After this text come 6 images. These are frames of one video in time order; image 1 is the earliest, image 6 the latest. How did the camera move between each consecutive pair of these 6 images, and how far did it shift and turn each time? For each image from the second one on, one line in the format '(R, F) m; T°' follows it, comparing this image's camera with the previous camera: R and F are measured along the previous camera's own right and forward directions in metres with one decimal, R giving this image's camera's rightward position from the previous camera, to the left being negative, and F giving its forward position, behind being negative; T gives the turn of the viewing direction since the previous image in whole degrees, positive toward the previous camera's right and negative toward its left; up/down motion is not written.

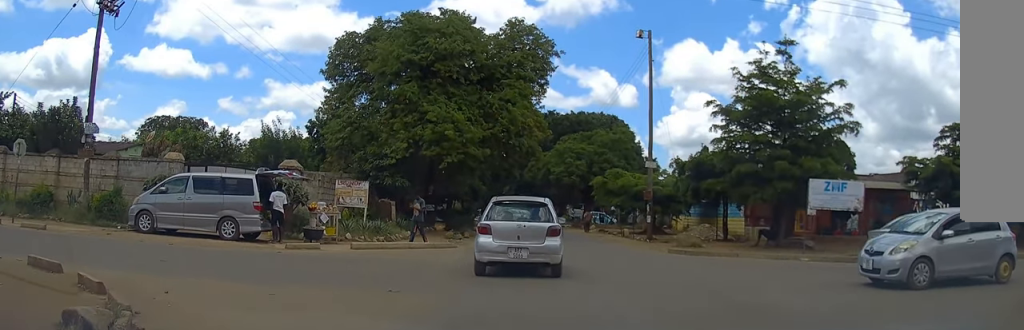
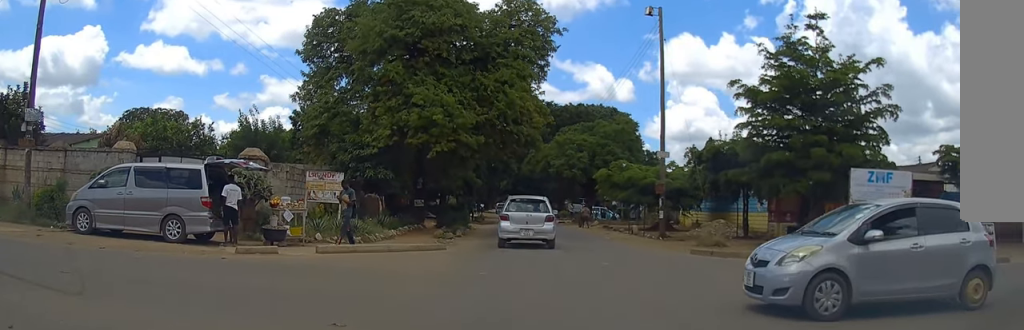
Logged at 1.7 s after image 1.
(-0.1, +3.4) m; -3°
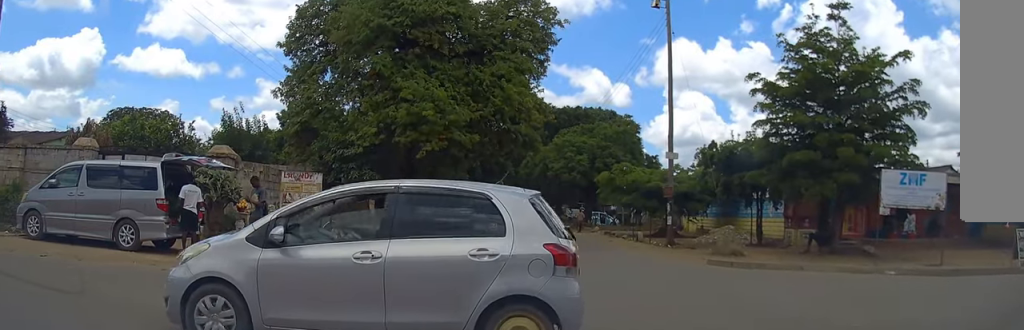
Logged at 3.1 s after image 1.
(0.0, +2.4) m; 0°
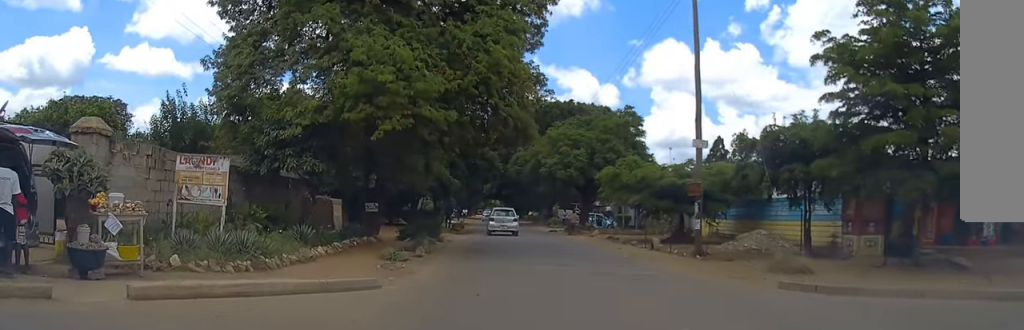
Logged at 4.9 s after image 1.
(+0.1, +5.2) m; +2°
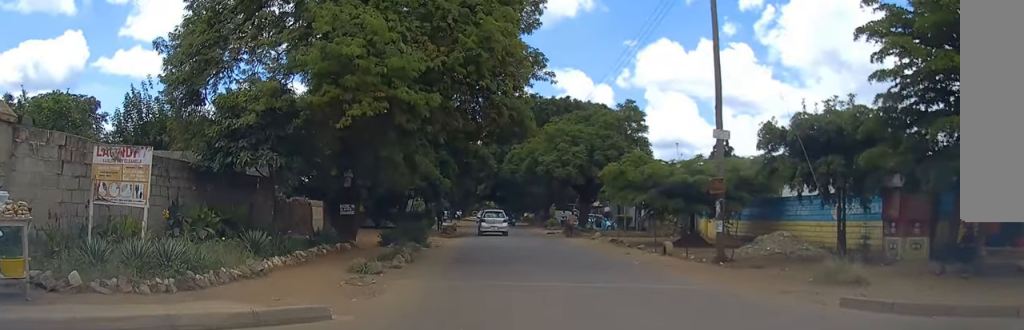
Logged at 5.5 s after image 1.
(0.0, +2.5) m; +1°
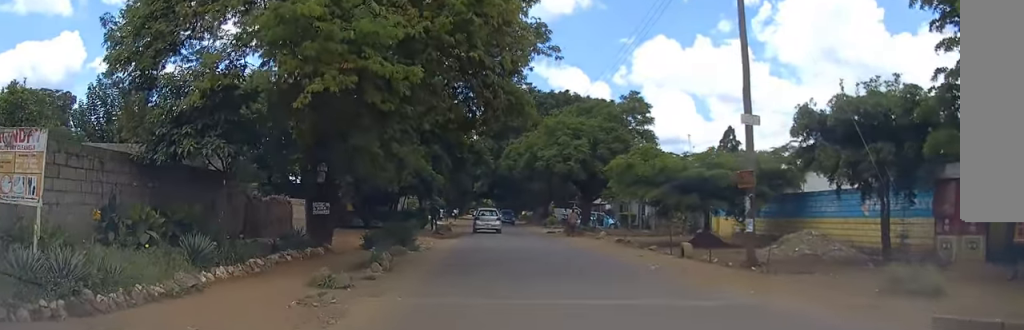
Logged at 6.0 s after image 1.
(0.0, +2.6) m; -1°
